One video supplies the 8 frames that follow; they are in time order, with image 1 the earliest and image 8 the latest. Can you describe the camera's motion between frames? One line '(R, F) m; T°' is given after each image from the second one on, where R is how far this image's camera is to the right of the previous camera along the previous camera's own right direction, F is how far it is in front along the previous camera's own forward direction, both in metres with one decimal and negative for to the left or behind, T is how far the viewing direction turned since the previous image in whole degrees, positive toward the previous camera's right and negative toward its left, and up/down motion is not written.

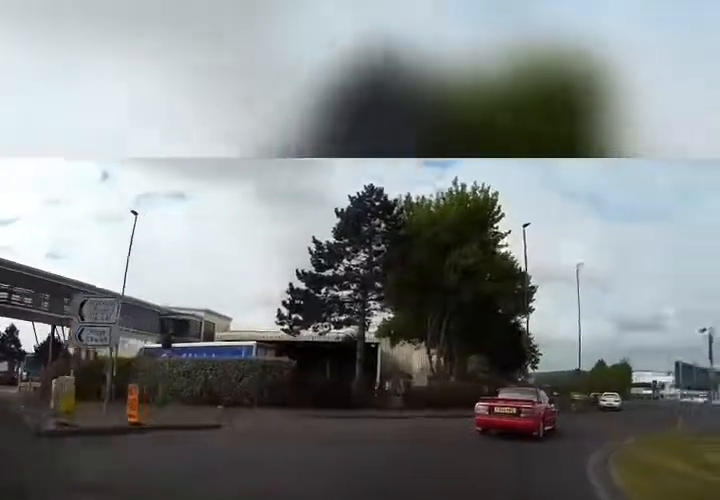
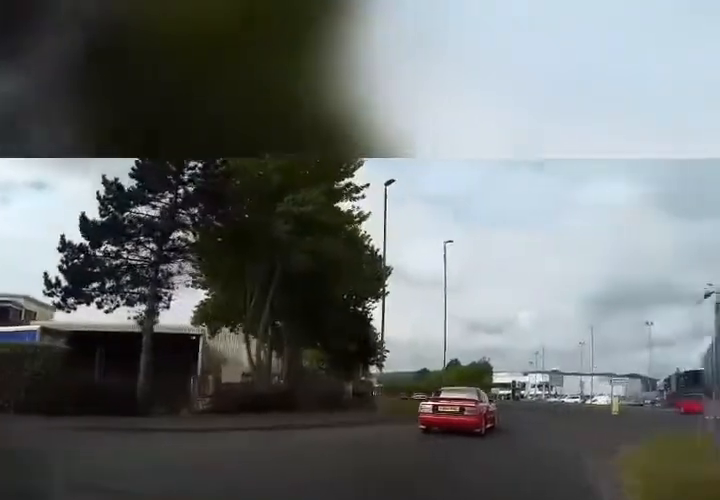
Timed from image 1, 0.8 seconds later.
(+1.4, +6.1) m; +19°
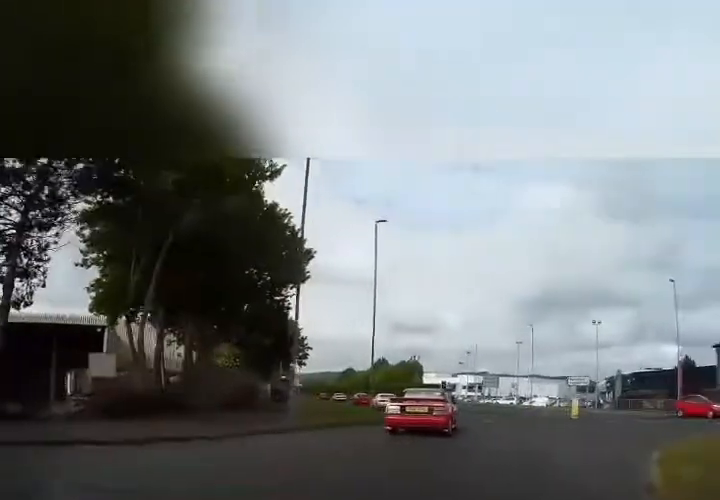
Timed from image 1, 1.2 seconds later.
(+0.1, +3.6) m; +9°
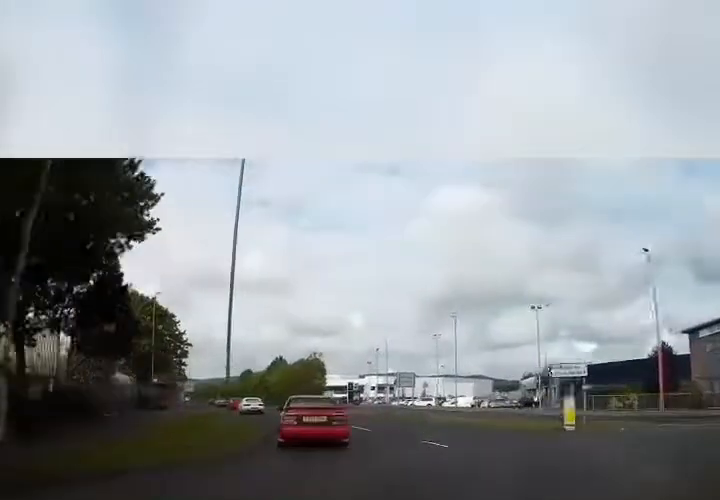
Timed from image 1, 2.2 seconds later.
(+1.1, +9.0) m; +7°
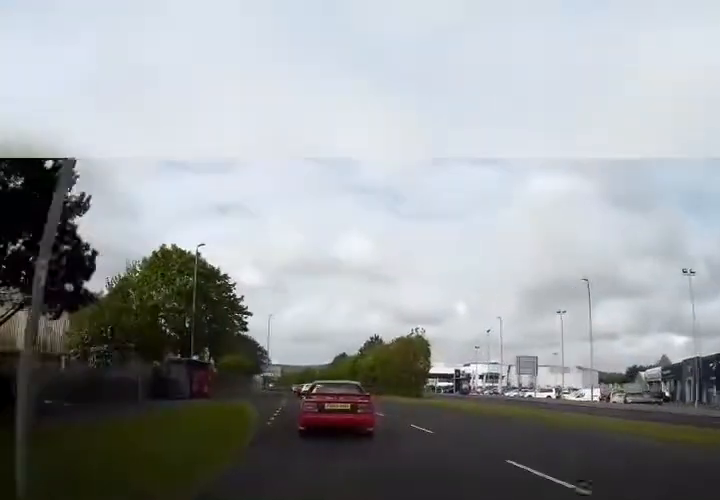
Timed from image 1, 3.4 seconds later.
(-0.1, +11.0) m; -4°
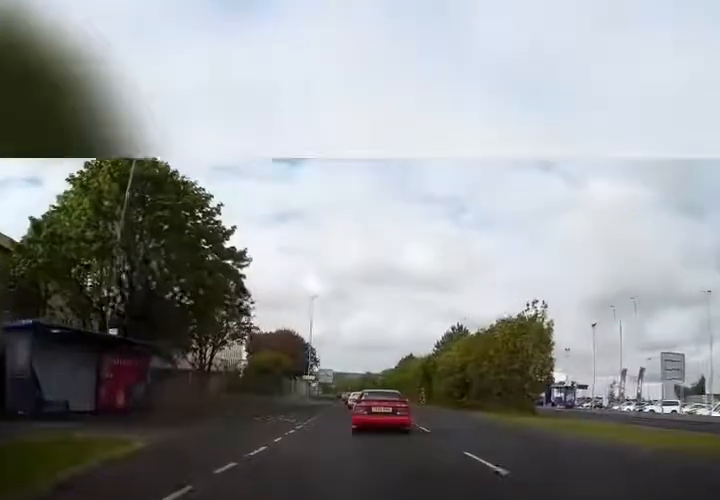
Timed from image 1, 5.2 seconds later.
(-2.3, +16.8) m; -14°
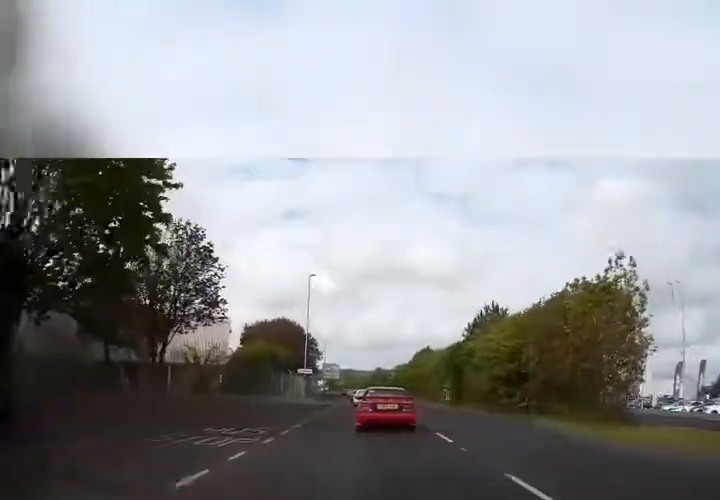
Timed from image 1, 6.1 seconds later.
(-0.2, +8.8) m; -2°
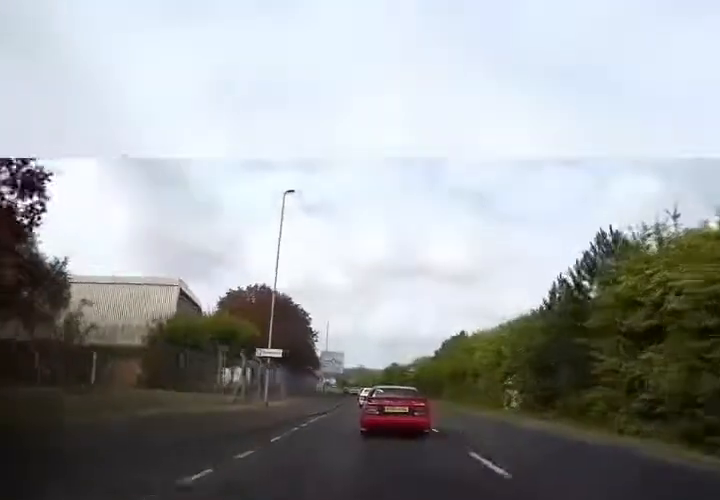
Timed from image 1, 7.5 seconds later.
(-0.2, +16.0) m; 0°
